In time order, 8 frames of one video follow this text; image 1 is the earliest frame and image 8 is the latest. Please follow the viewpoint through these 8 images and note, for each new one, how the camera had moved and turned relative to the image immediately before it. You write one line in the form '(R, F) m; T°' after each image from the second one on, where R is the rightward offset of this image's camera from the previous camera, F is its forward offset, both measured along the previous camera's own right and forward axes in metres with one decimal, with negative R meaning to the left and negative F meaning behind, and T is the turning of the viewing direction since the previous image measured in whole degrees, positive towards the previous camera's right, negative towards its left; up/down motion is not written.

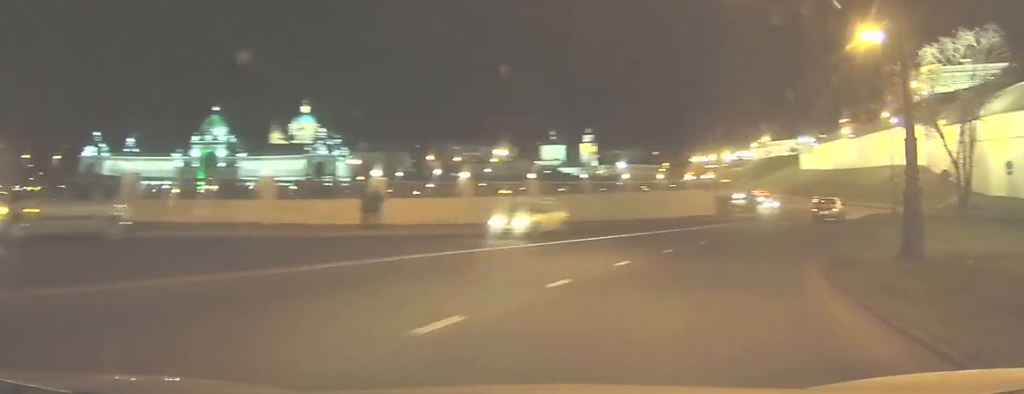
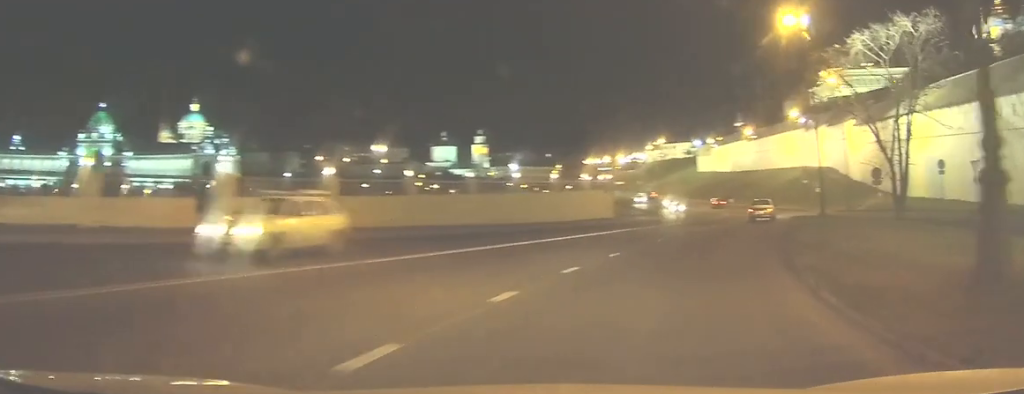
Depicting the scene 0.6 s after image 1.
(-0.3, +4.5) m; +8°
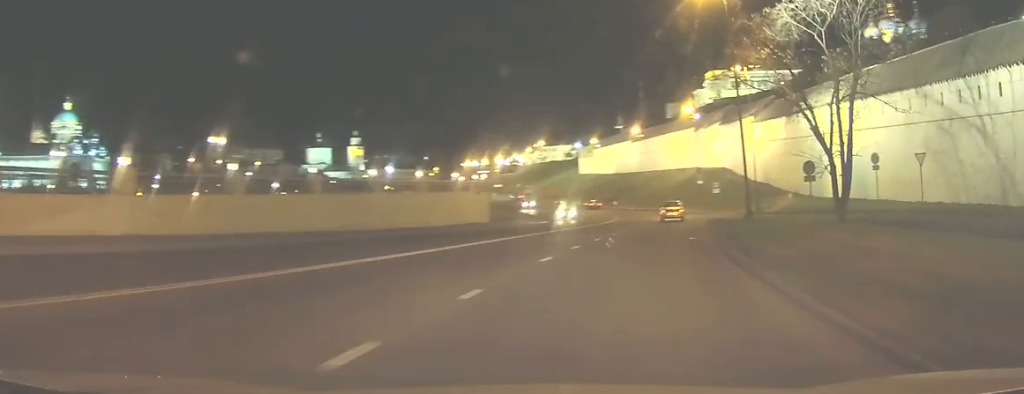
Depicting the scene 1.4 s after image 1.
(+1.2, +6.0) m; +10°
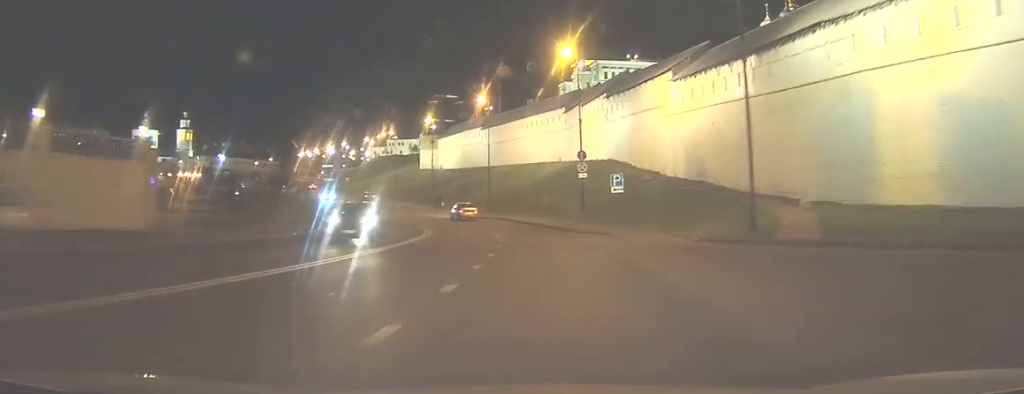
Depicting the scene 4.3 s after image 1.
(+7.2, +24.6) m; +28°
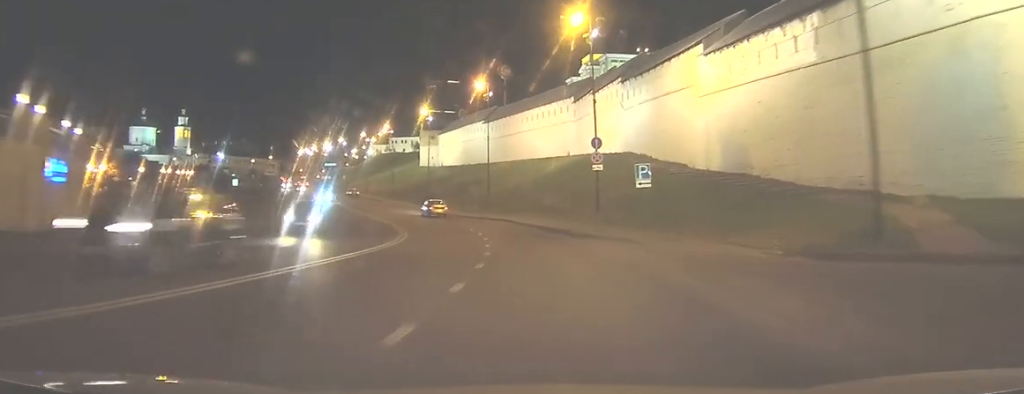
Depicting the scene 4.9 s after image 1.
(+0.2, +7.3) m; +1°
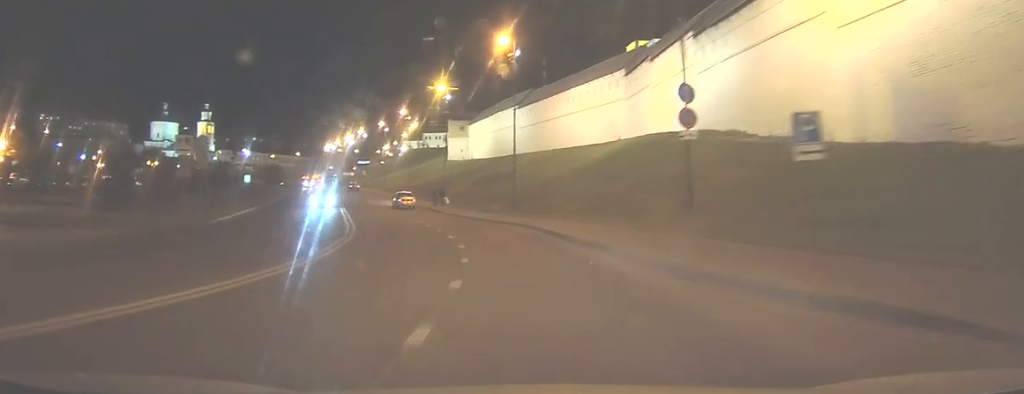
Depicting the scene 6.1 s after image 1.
(0.0, +15.7) m; -1°
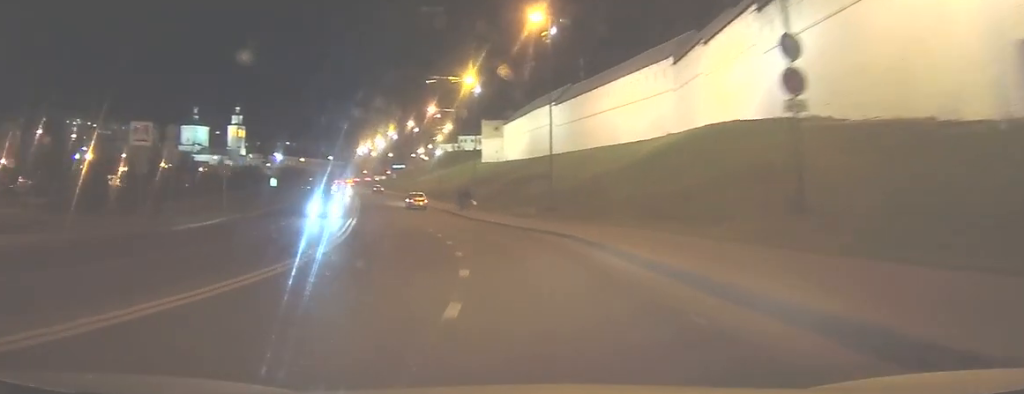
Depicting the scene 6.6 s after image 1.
(+0.1, +6.6) m; -1°
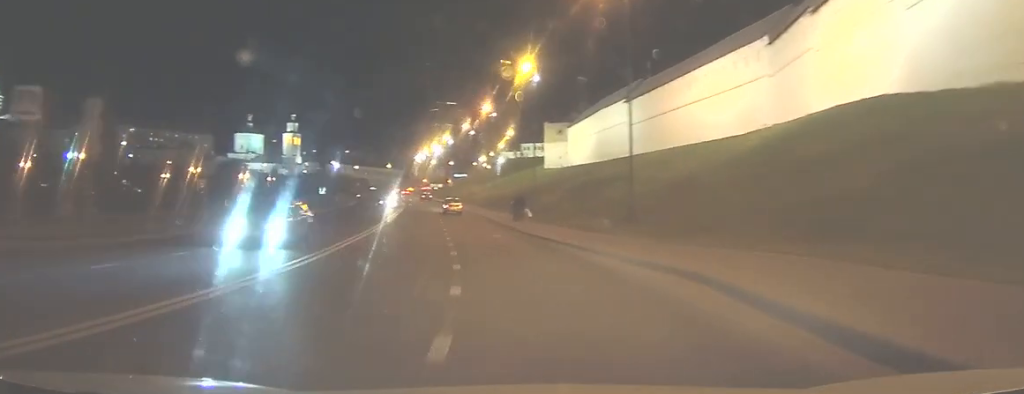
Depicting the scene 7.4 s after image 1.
(-0.3, +9.2) m; -4°
